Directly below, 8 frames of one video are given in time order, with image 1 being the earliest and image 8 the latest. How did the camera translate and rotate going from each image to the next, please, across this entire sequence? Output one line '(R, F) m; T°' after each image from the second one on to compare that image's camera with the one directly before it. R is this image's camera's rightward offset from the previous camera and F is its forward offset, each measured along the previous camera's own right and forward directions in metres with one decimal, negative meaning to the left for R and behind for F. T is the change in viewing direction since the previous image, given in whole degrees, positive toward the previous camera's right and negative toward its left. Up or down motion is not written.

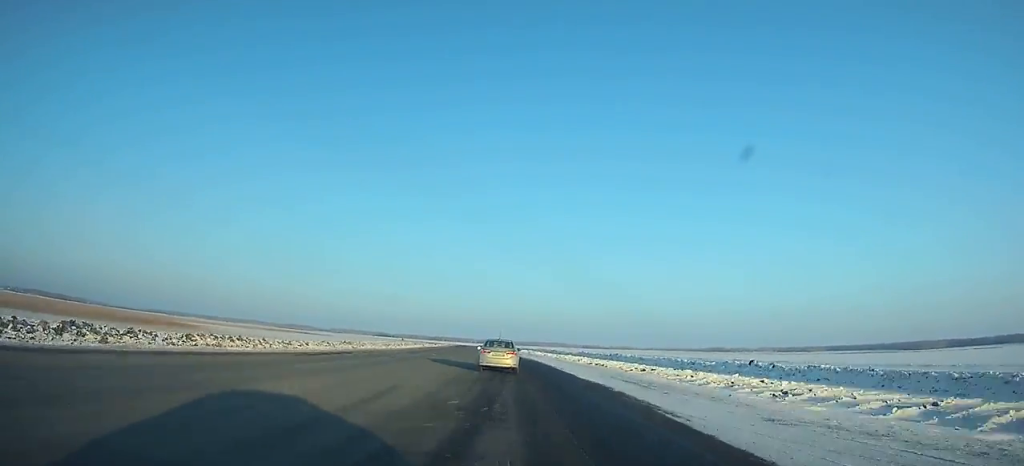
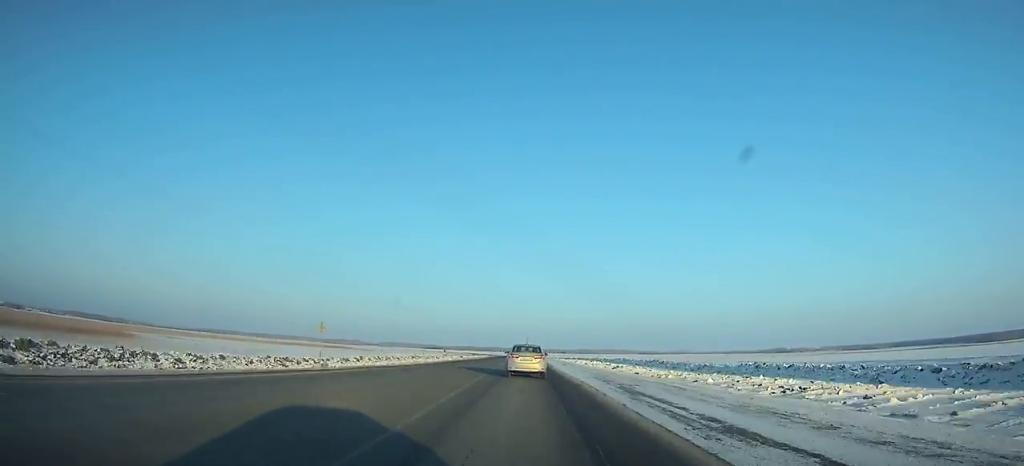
(-2.4, +78.3) m; -3°
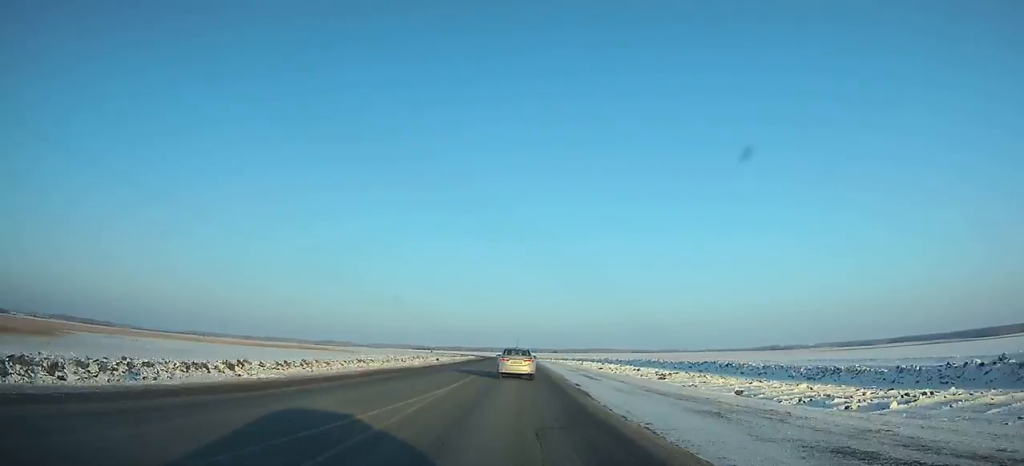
(+0.1, +33.5) m; 0°
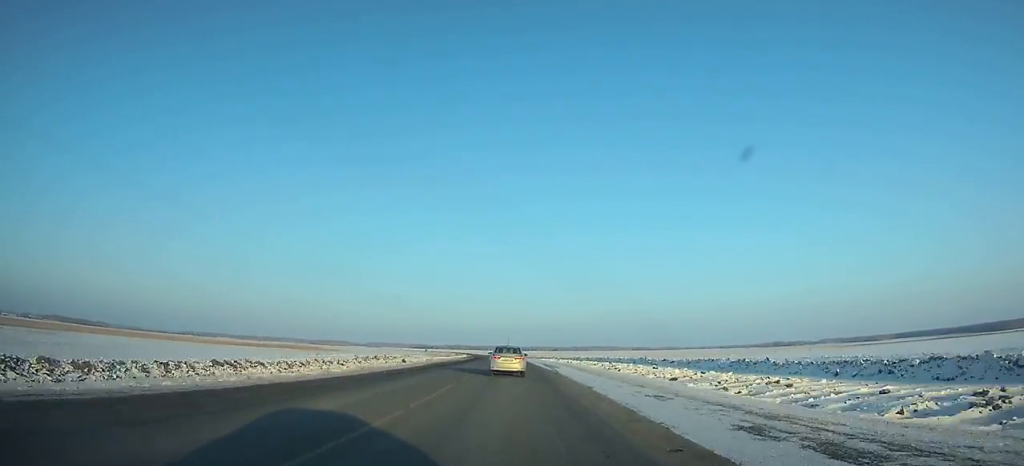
(0.0, +39.9) m; 0°
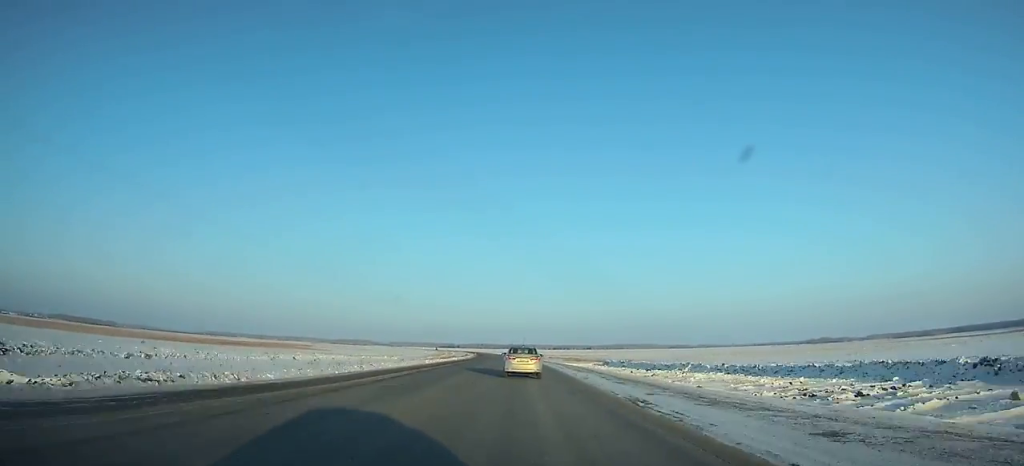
(-2.6, +138.0) m; -2°
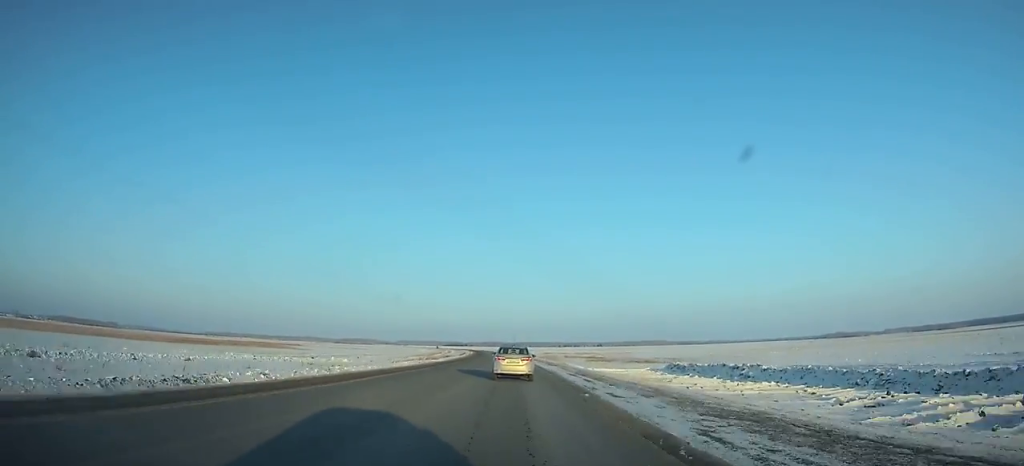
(-0.3, +53.8) m; -1°
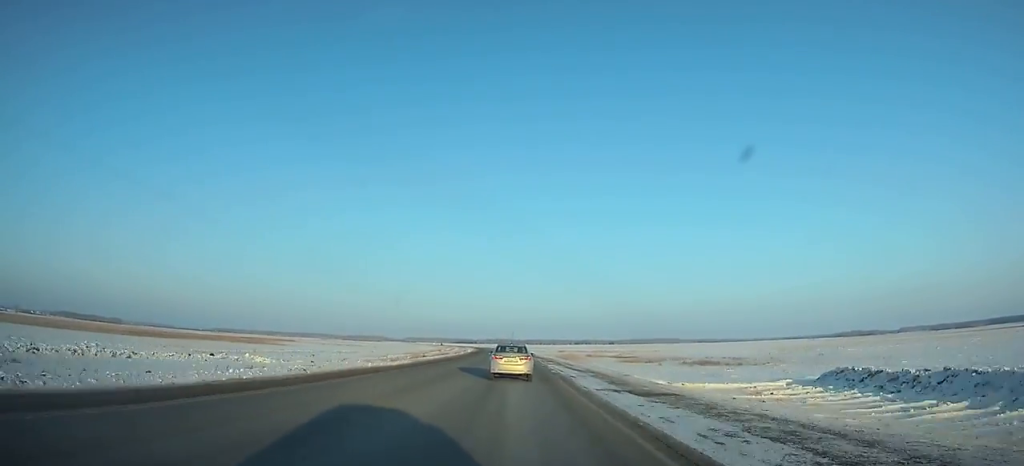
(-0.2, +41.5) m; -1°
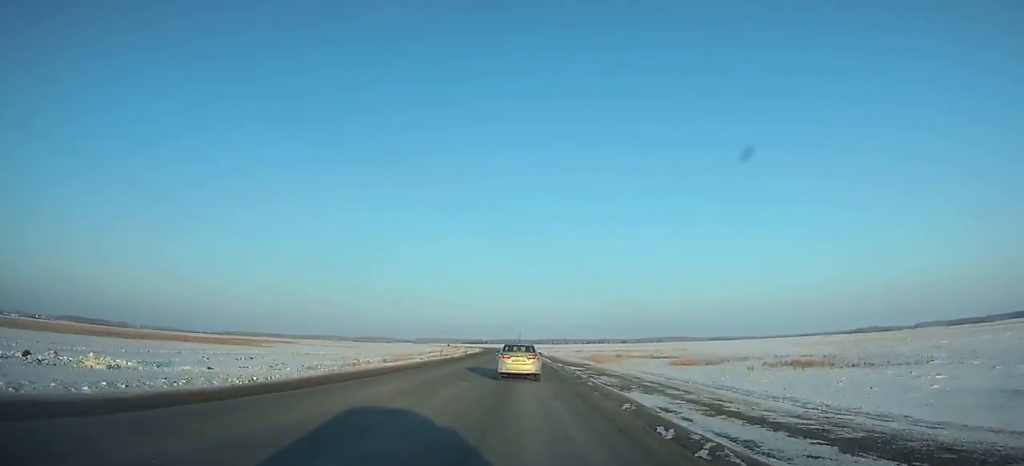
(-0.4, +33.1) m; -1°
